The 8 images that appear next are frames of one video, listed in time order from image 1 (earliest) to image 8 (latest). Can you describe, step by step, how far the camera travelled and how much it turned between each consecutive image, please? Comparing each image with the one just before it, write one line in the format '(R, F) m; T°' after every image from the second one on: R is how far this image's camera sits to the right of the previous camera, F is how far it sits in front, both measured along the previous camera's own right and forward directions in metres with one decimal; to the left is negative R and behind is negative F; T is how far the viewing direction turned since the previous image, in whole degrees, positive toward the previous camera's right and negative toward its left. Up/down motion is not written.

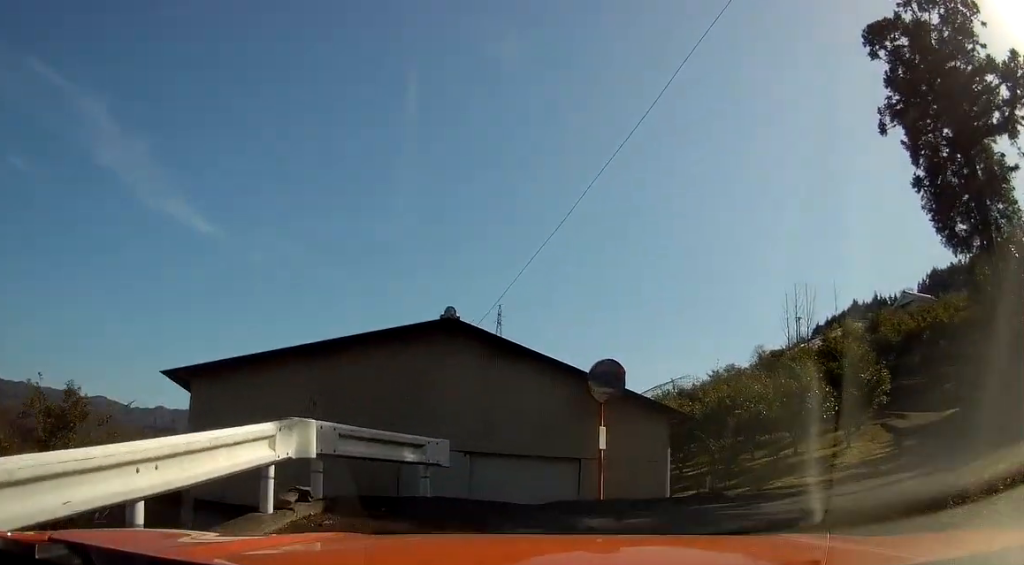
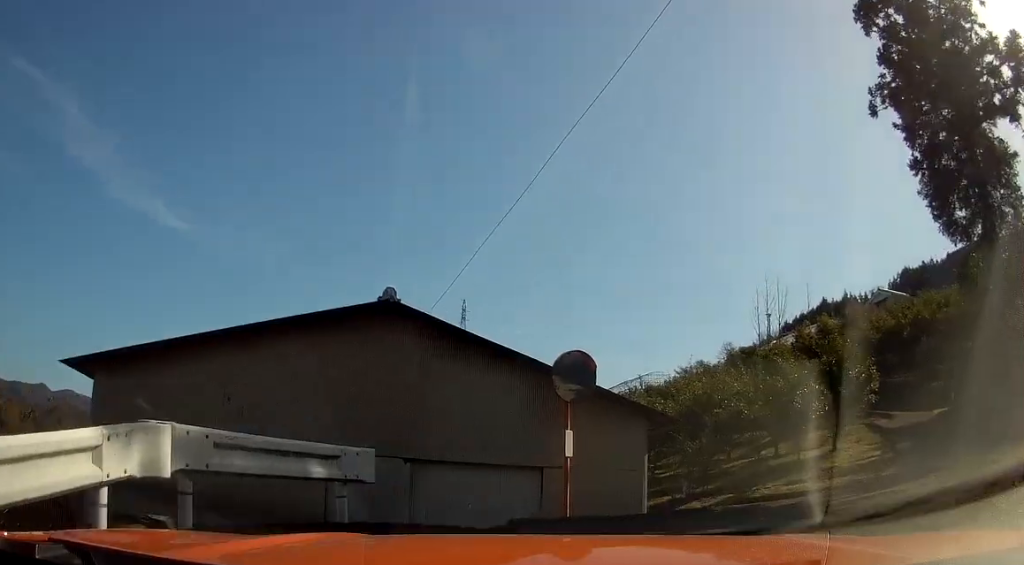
(0.0, +1.7) m; +6°
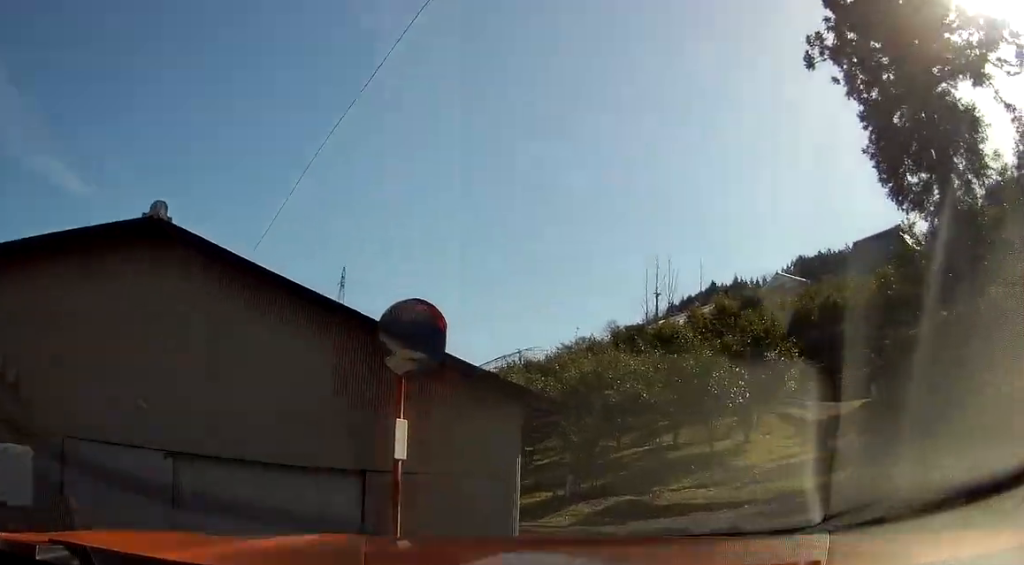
(+0.3, +3.0) m; +20°
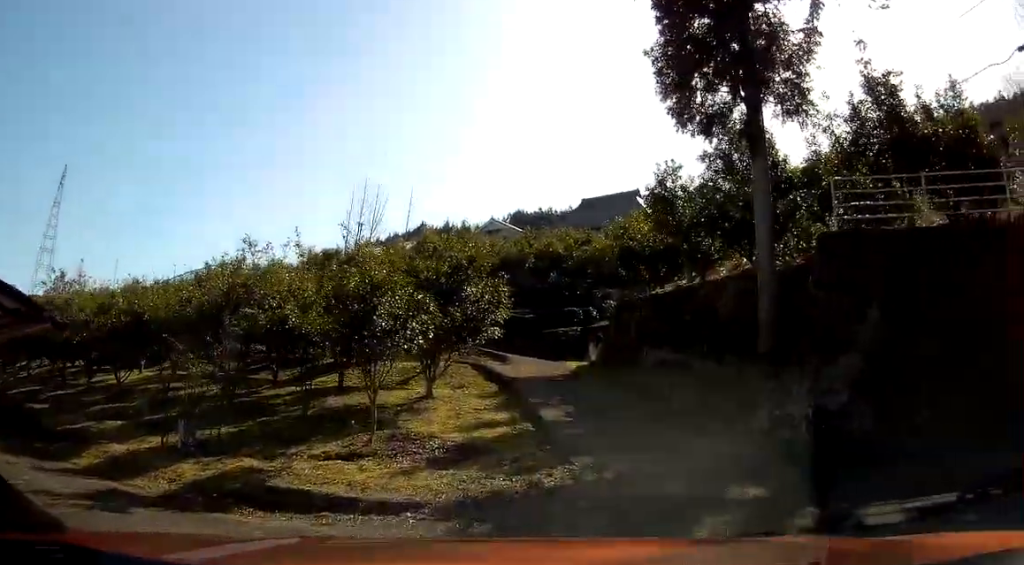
(+1.3, +3.6) m; +45°
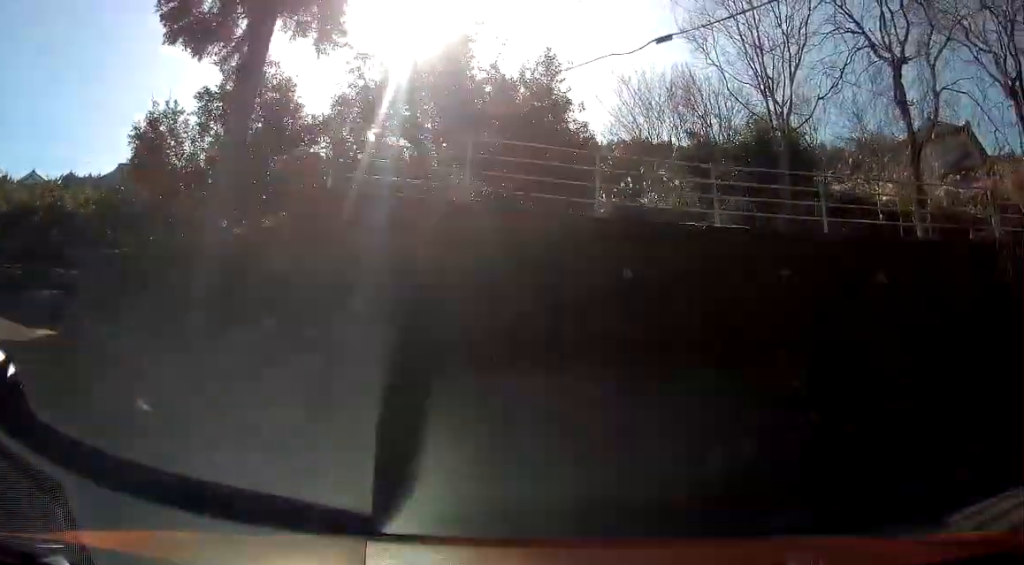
(+1.3, +3.1) m; +41°
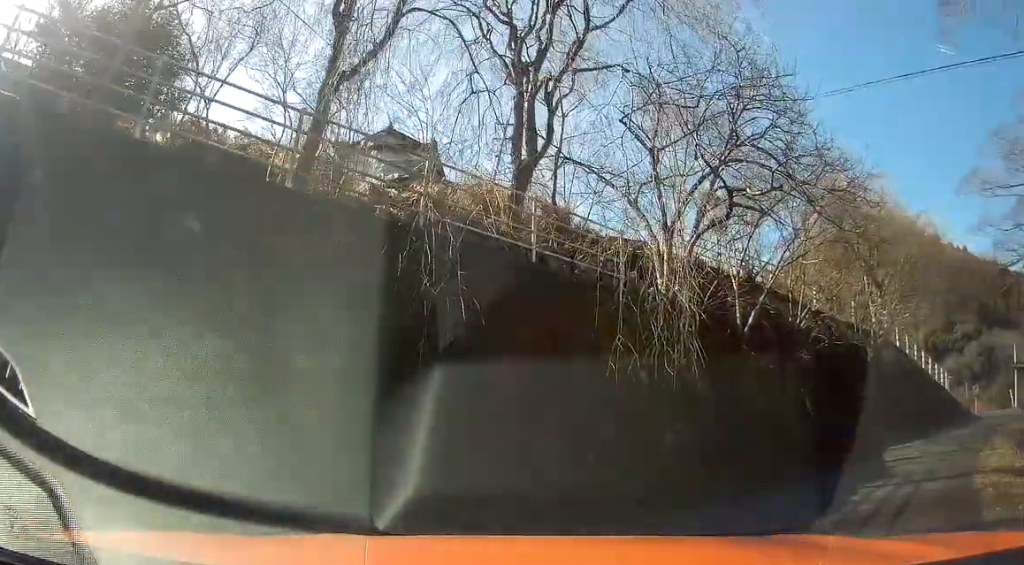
(+1.7, +4.4) m; +40°
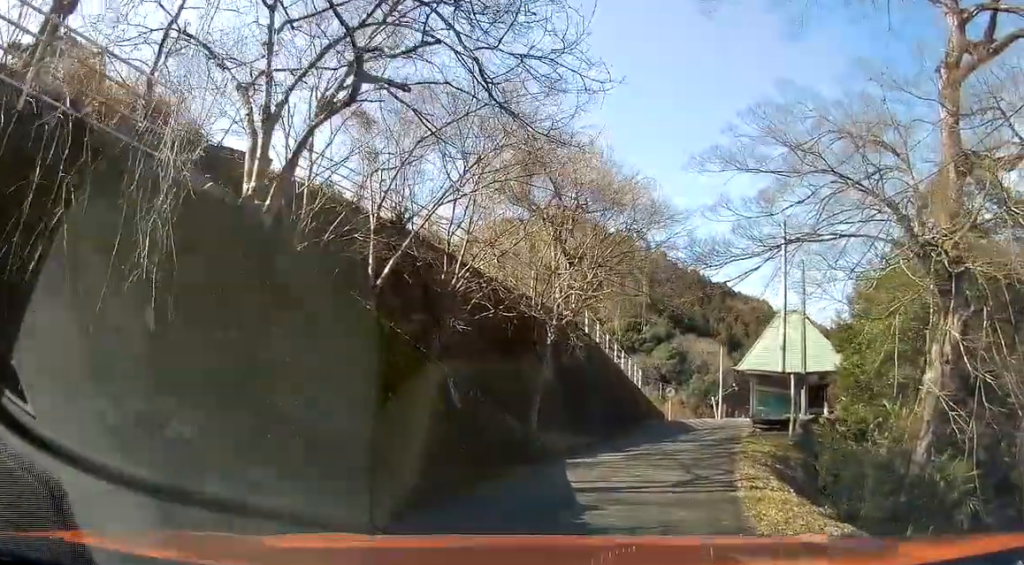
(+1.2, +5.1) m; +16°
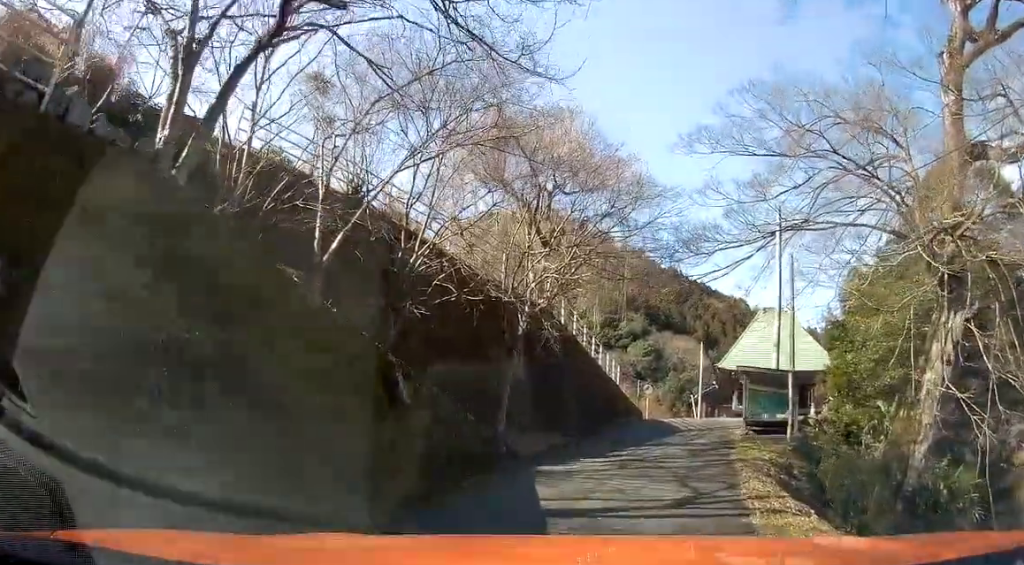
(0.0, +2.1) m; +1°
